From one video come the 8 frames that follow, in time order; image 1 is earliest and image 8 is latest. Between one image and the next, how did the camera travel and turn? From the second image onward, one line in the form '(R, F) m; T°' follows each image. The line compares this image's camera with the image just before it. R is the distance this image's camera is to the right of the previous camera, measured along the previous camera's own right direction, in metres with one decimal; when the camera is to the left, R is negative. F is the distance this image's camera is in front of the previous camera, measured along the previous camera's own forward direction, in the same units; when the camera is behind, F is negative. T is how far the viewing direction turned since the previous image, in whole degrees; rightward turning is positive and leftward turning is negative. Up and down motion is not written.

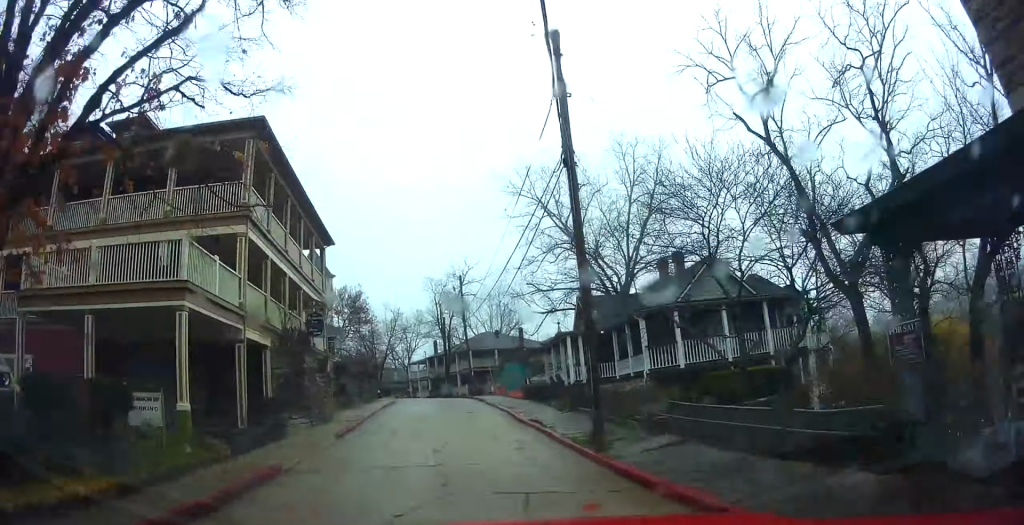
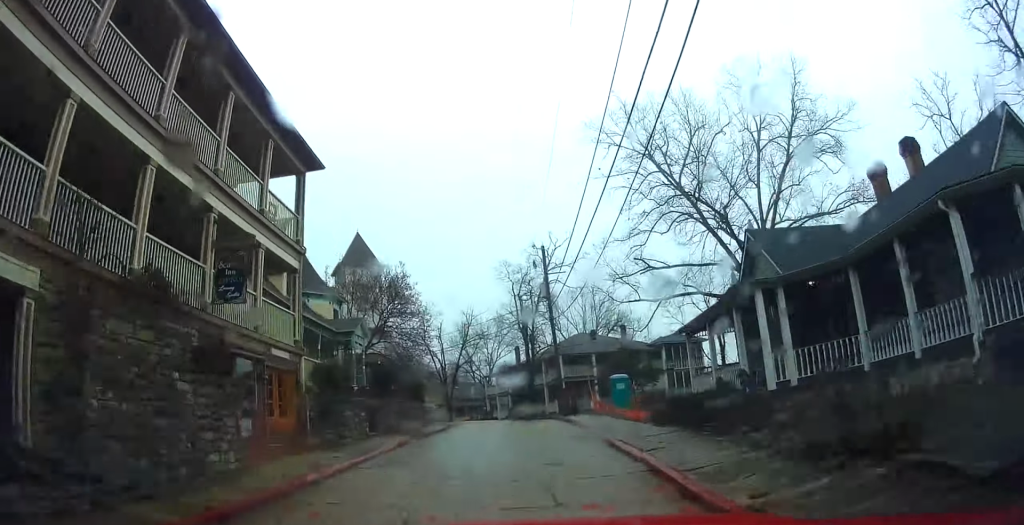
(-1.5, +12.9) m; -6°
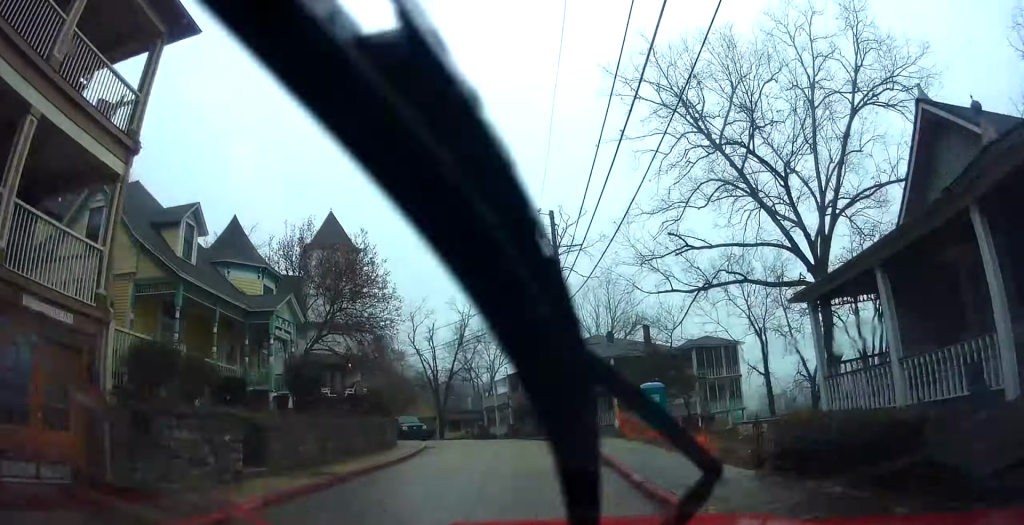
(0.0, +8.3) m; -2°
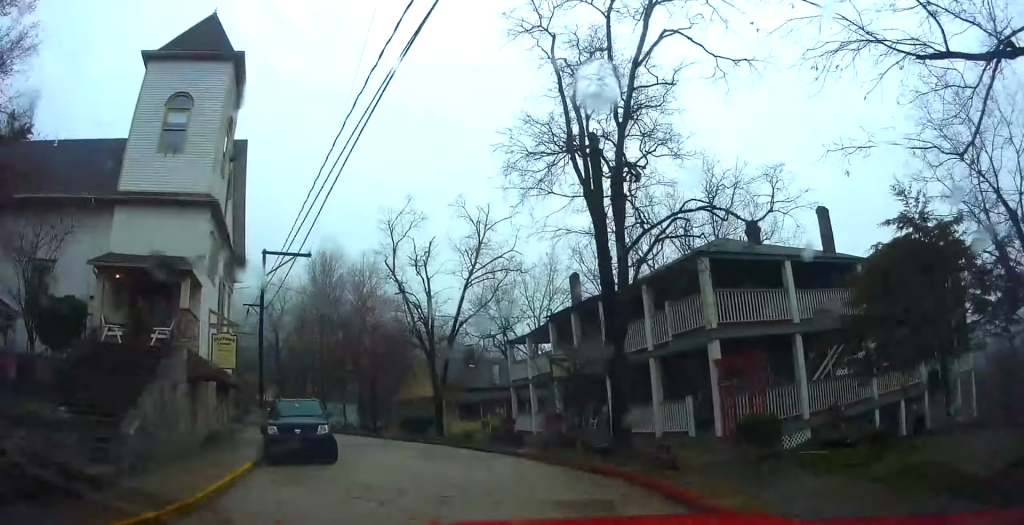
(-1.4, +23.3) m; -9°
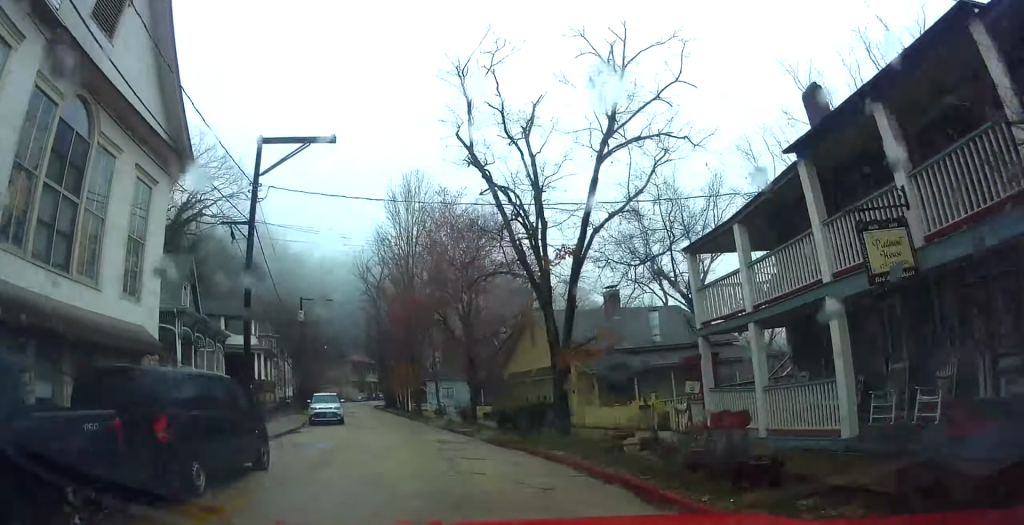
(-1.0, +15.9) m; -12°
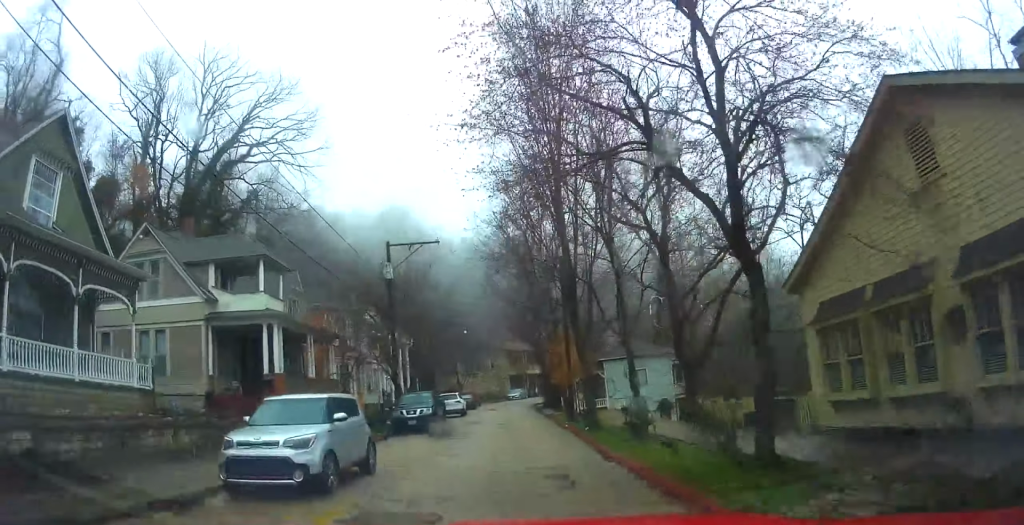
(-3.2, +19.4) m; -16°
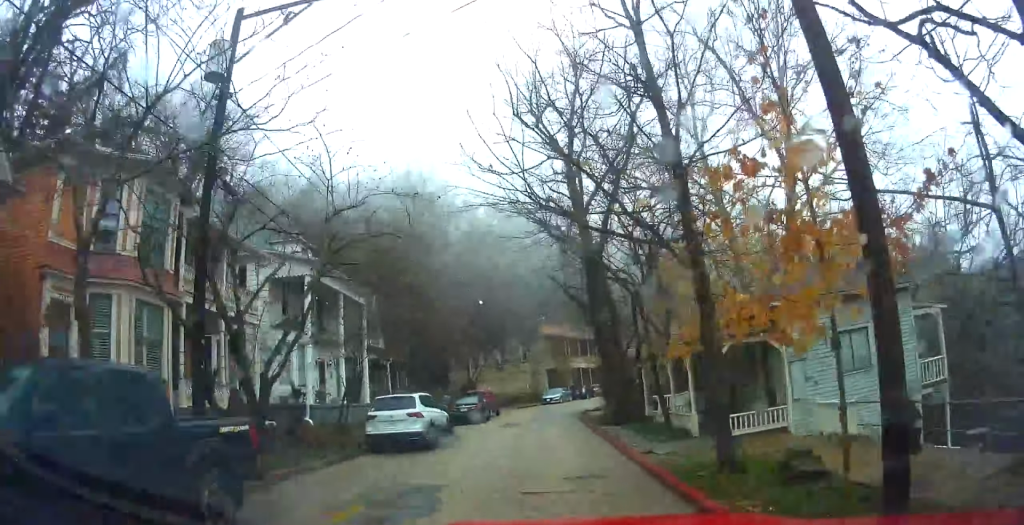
(-1.6, +20.5) m; -5°
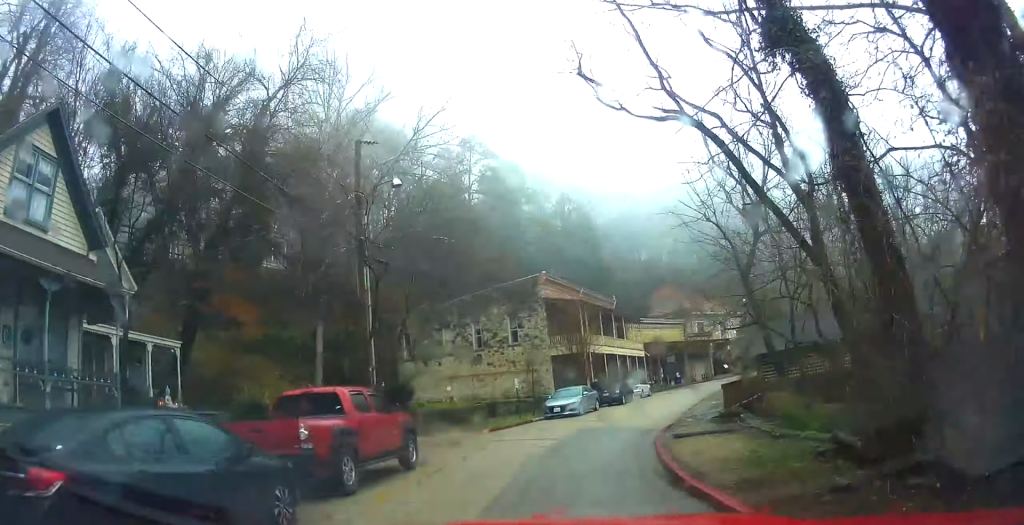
(-0.1, +25.8) m; +4°
